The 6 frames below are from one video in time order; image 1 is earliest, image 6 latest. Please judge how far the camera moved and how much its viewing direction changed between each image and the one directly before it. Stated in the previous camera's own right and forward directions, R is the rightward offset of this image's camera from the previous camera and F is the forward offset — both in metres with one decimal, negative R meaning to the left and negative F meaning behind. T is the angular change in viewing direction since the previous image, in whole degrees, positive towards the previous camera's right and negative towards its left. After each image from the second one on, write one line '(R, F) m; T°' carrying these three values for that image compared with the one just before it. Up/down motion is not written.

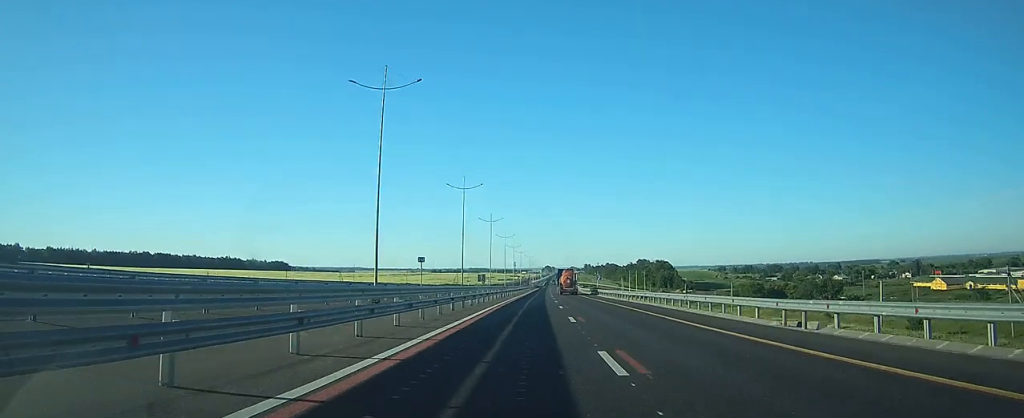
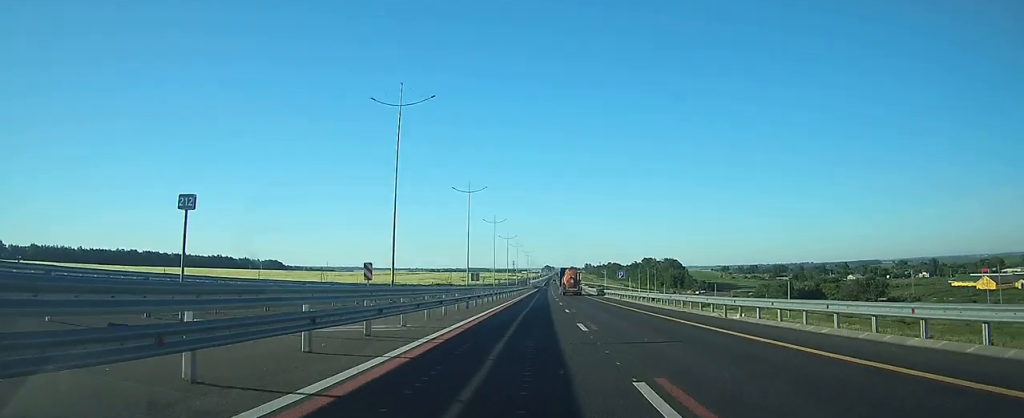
(0.0, +27.6) m; 0°
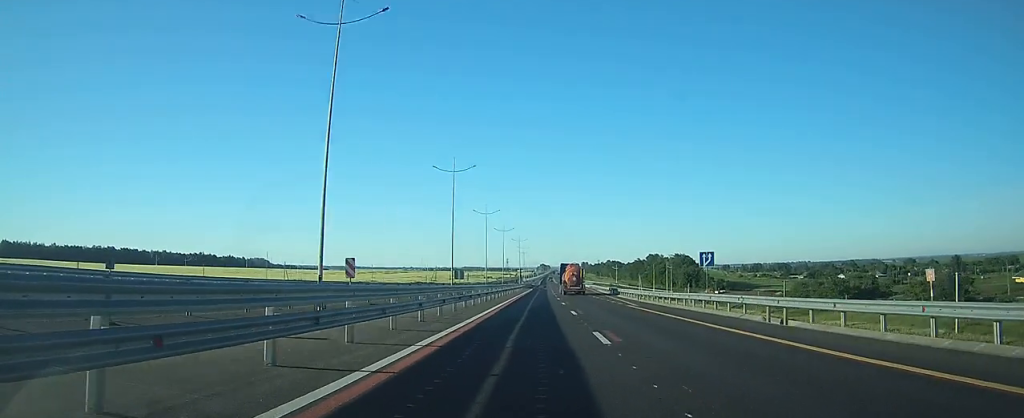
(+0.1, +40.3) m; 0°
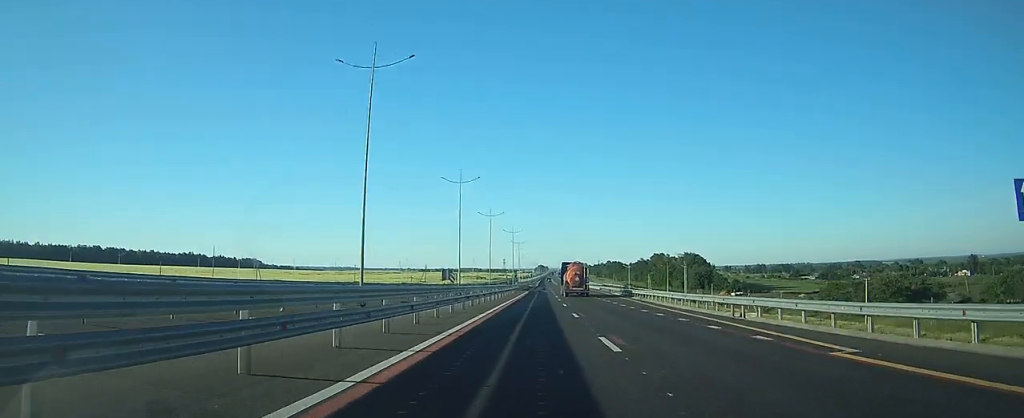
(+0.1, +25.4) m; 0°
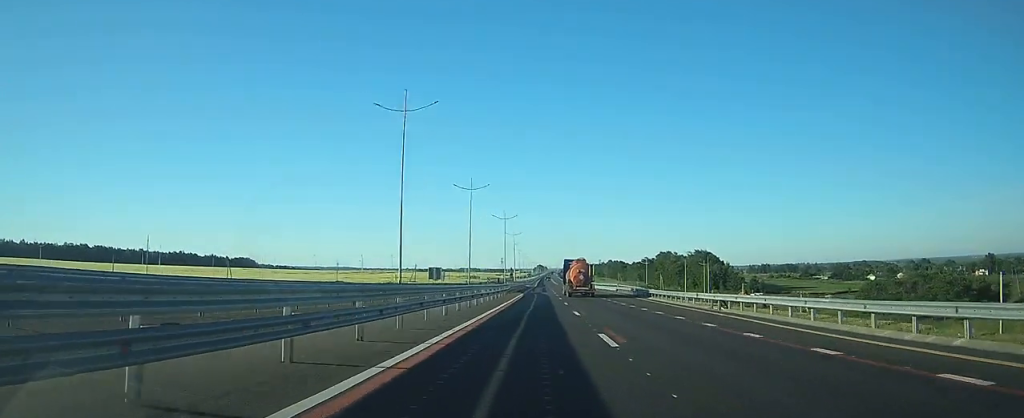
(+0.1, +23.3) m; 0°
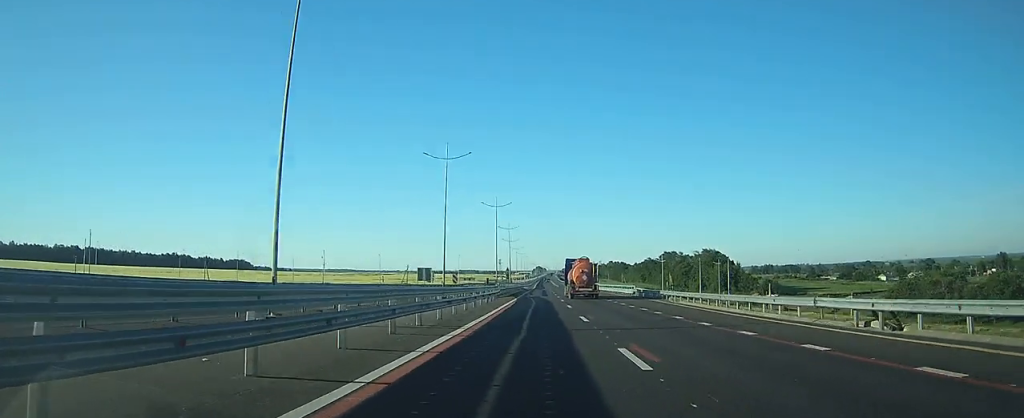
(0.0, +15.4) m; 0°
